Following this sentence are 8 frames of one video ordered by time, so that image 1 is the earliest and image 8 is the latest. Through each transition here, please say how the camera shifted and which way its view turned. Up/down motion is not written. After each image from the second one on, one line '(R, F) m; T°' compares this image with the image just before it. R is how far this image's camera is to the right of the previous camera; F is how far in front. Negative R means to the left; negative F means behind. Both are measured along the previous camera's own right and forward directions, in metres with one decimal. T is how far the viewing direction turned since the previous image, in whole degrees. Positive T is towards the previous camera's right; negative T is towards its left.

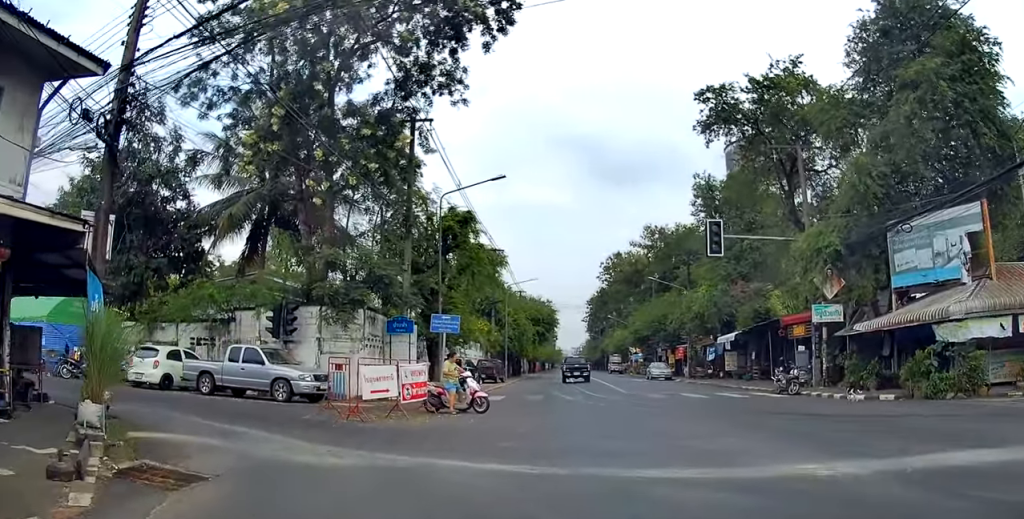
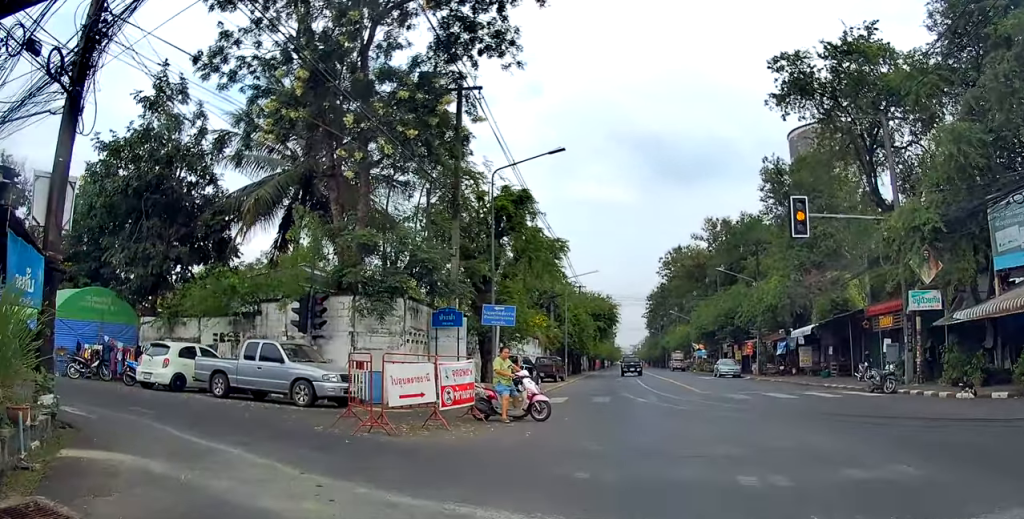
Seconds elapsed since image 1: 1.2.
(0.0, +3.6) m; -6°
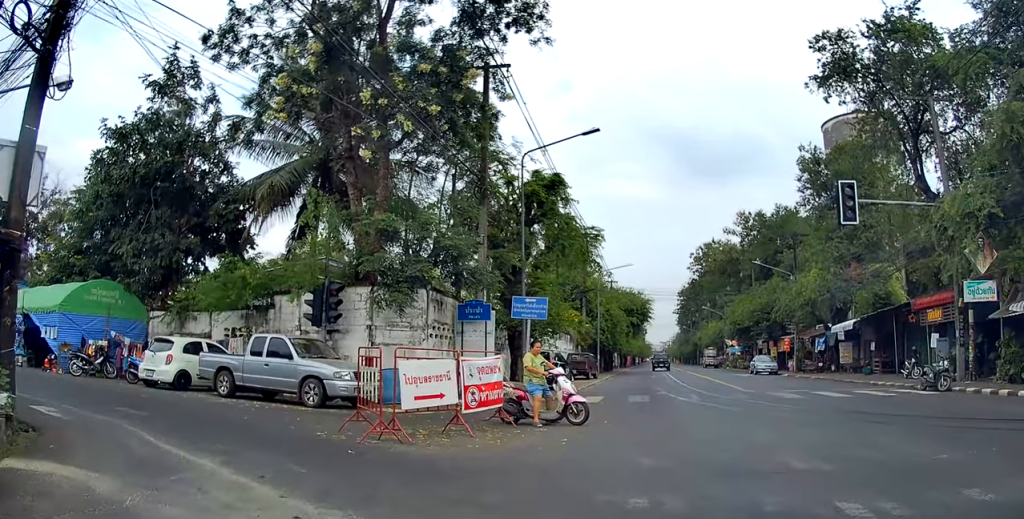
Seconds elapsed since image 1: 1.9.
(-0.2, +1.7) m; -3°
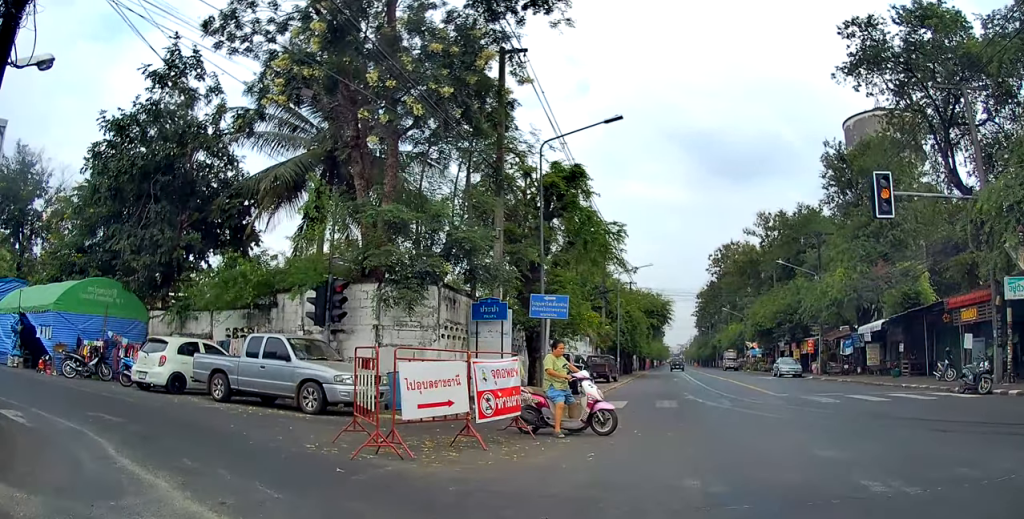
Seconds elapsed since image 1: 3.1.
(0.0, +2.1) m; -1°
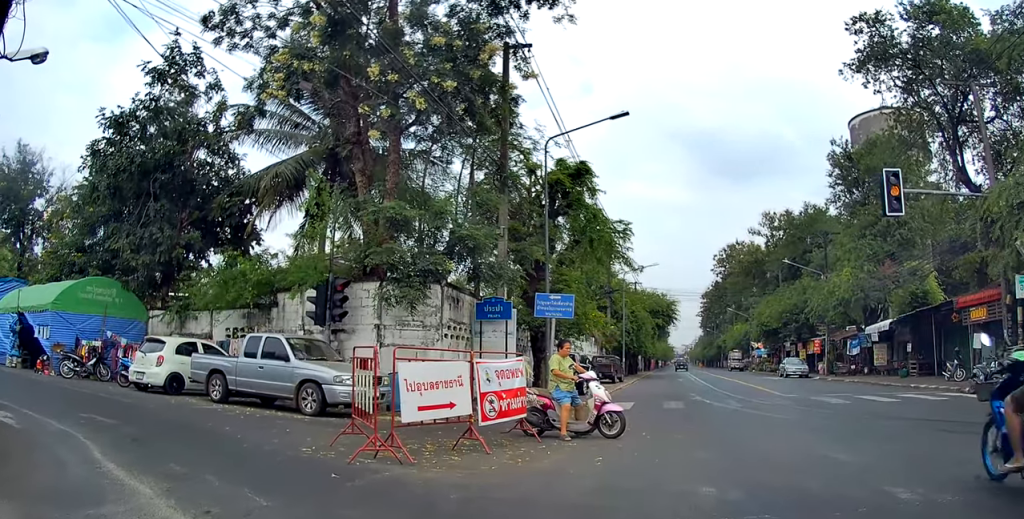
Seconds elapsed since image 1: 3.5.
(0.0, +0.6) m; 0°
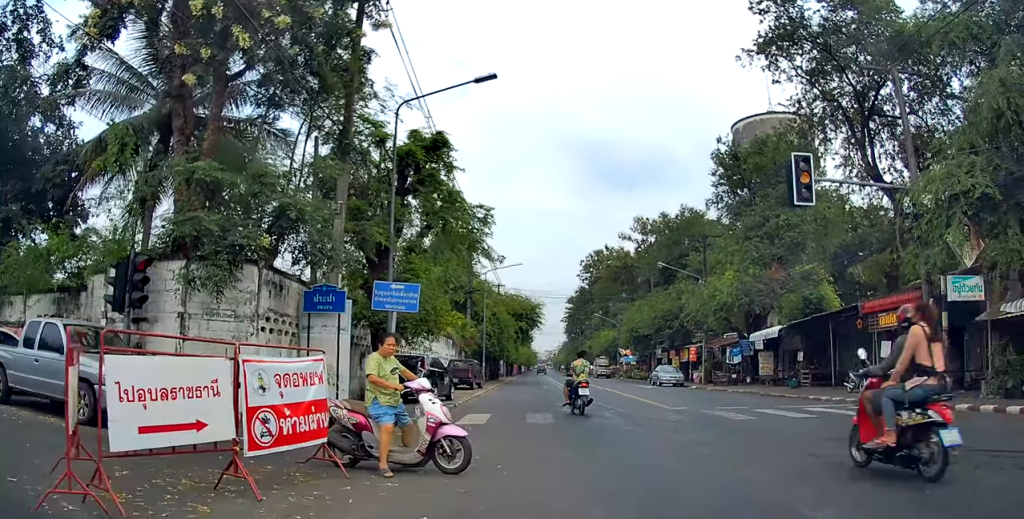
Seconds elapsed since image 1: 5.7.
(-0.2, +2.7) m; +6°
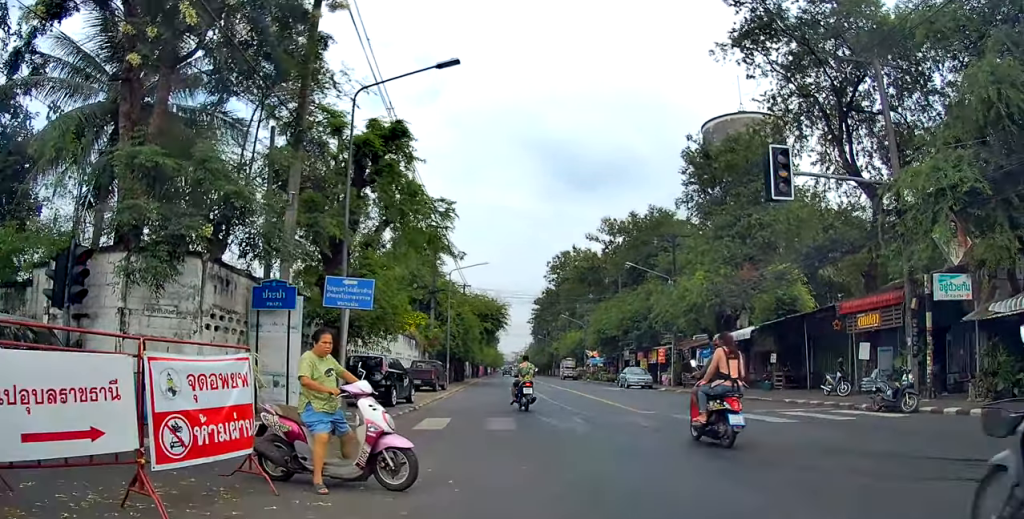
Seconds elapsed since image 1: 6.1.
(0.0, +0.7) m; +1°
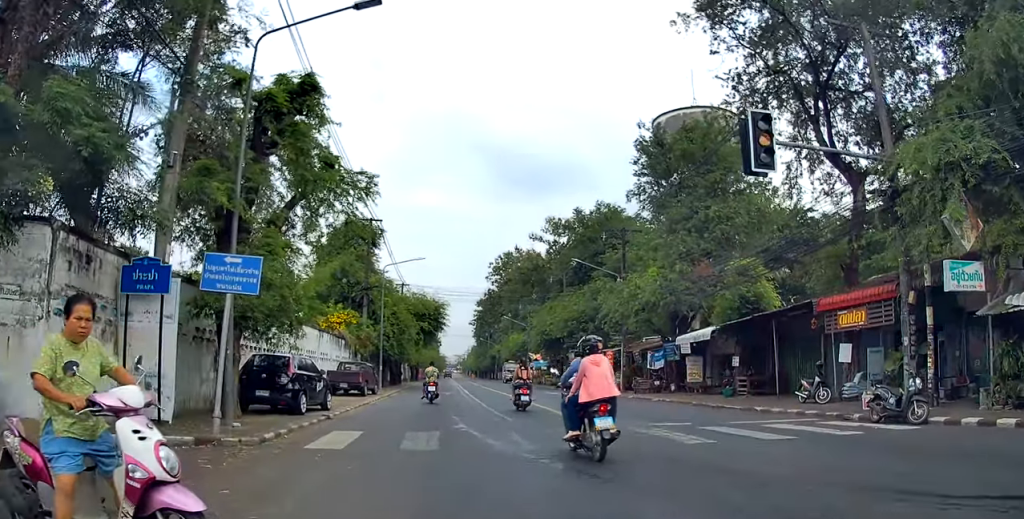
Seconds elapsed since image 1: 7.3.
(0.0, +2.0) m; +8°
